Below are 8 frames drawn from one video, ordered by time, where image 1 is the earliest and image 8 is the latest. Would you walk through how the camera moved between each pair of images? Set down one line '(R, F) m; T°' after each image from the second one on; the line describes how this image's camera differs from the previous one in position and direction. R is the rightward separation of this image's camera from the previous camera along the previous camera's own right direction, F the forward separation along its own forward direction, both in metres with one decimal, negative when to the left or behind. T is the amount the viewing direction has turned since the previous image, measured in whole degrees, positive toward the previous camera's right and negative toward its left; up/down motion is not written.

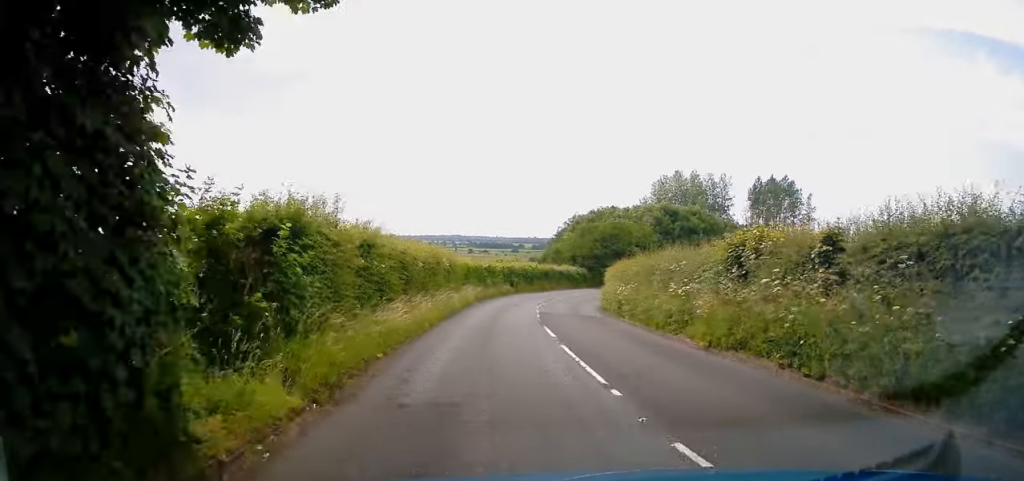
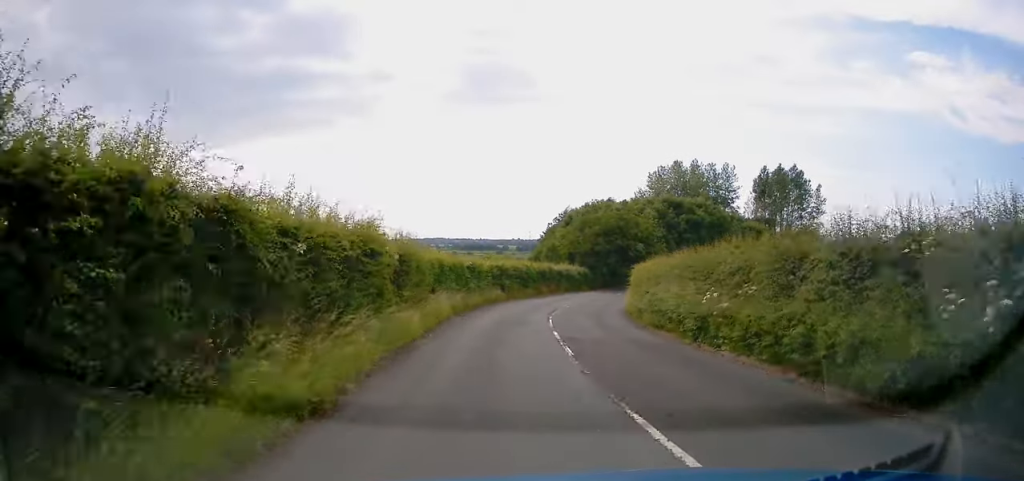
(0.0, +11.2) m; +2°
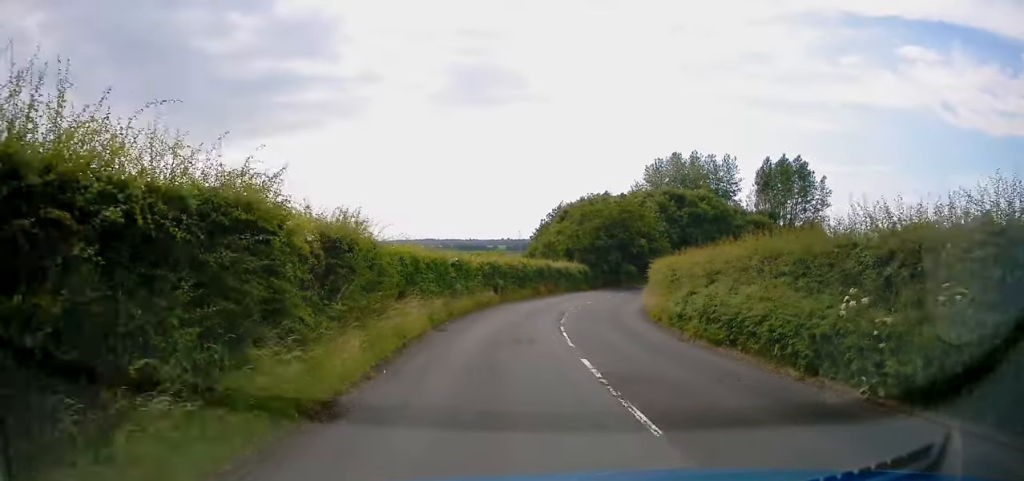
(+0.3, +6.7) m; +2°
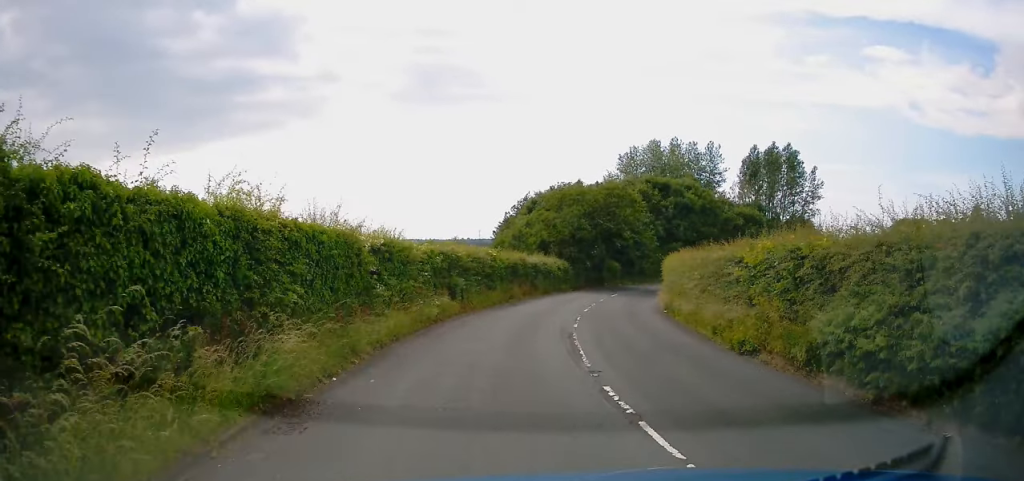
(+0.3, +11.2) m; +4°
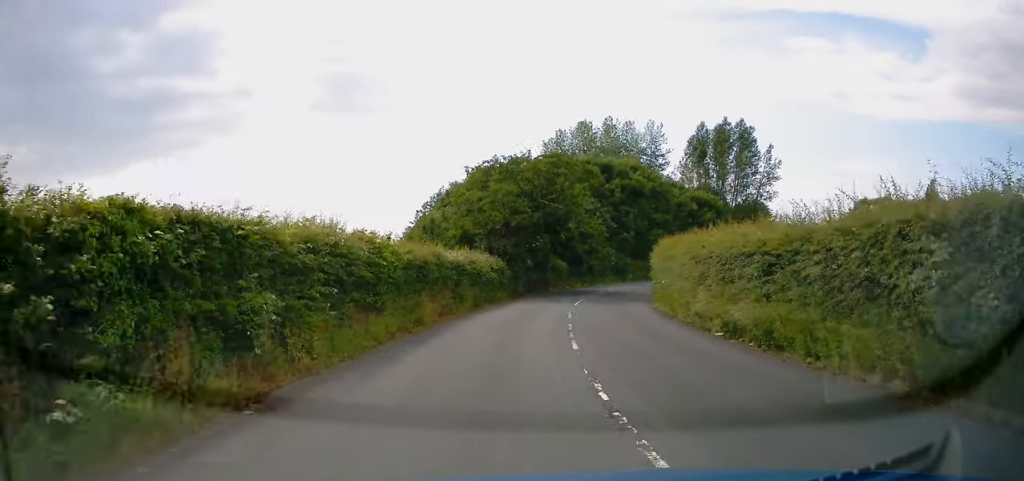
(+0.6, +14.7) m; +7°
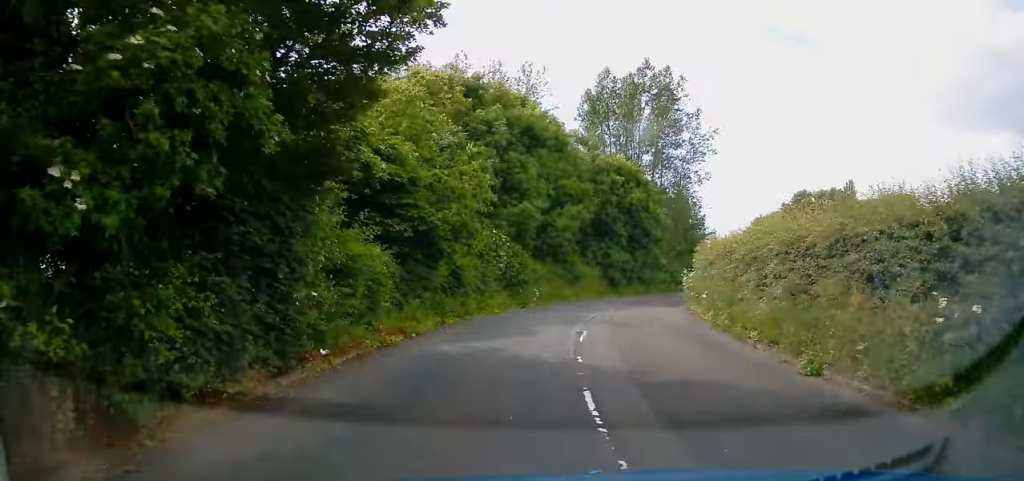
(+5.3, +34.5) m; +16°
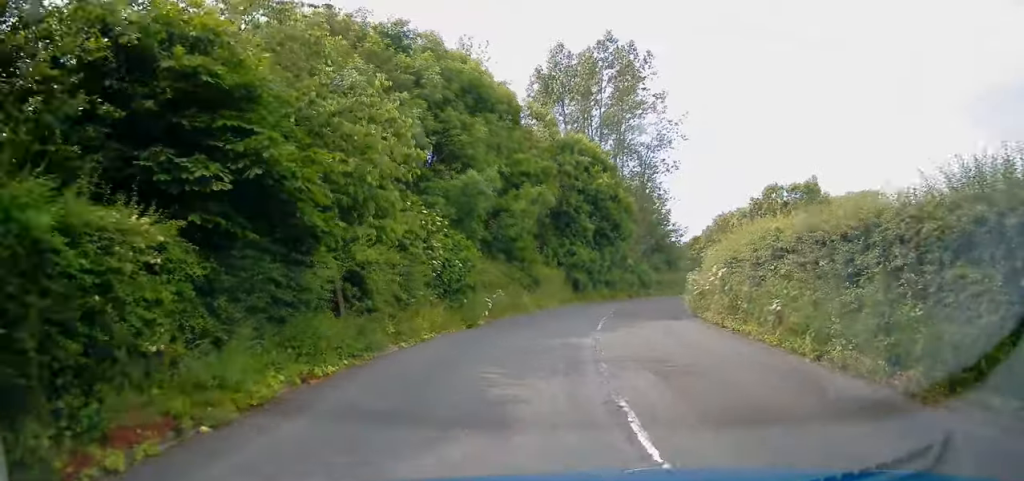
(0.0, +9.5) m; +4°
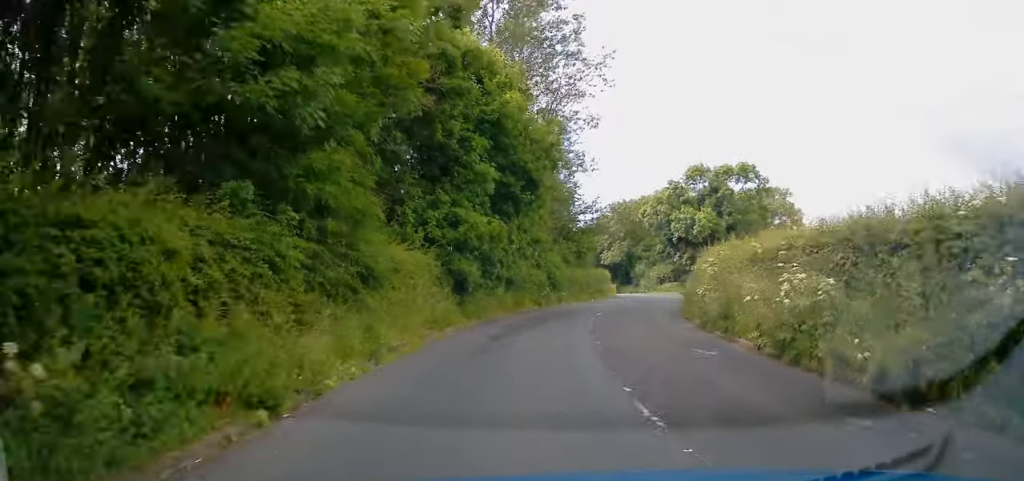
(+2.2, +19.1) m; +13°
